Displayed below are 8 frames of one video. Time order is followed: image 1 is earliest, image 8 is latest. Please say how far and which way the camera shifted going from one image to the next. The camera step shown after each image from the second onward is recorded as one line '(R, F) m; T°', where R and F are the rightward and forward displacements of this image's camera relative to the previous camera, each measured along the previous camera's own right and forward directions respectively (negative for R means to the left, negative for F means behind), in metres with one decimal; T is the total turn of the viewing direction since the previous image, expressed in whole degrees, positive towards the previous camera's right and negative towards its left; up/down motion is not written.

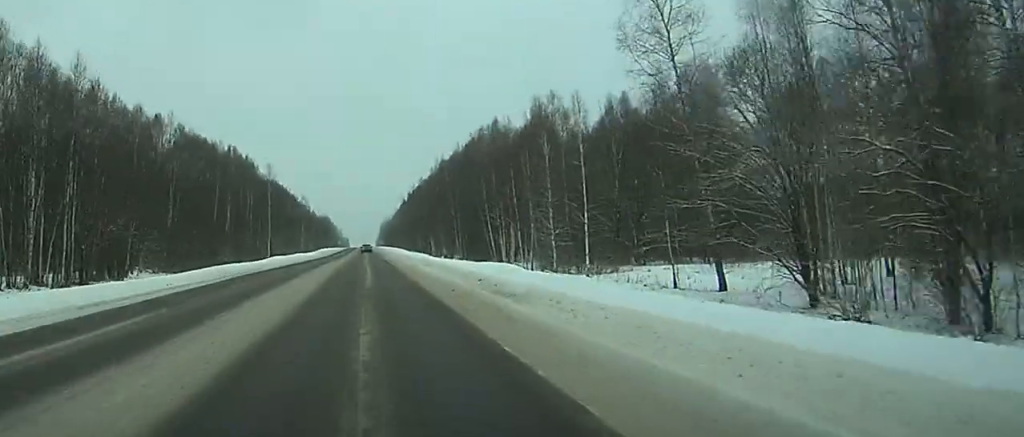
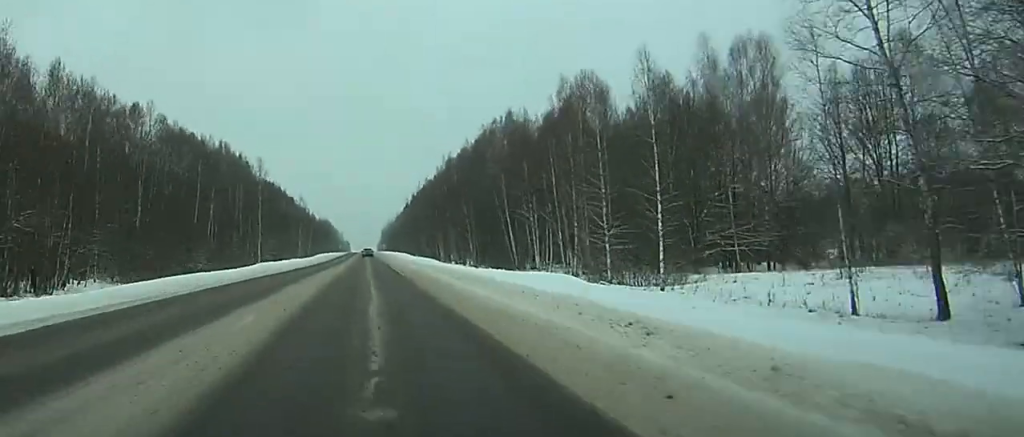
(+0.4, +16.3) m; +1°
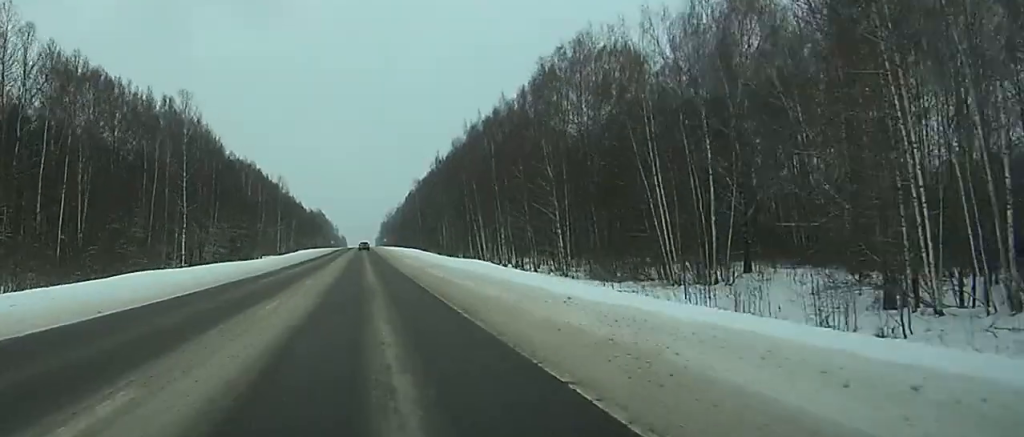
(+0.2, +56.8) m; -1°
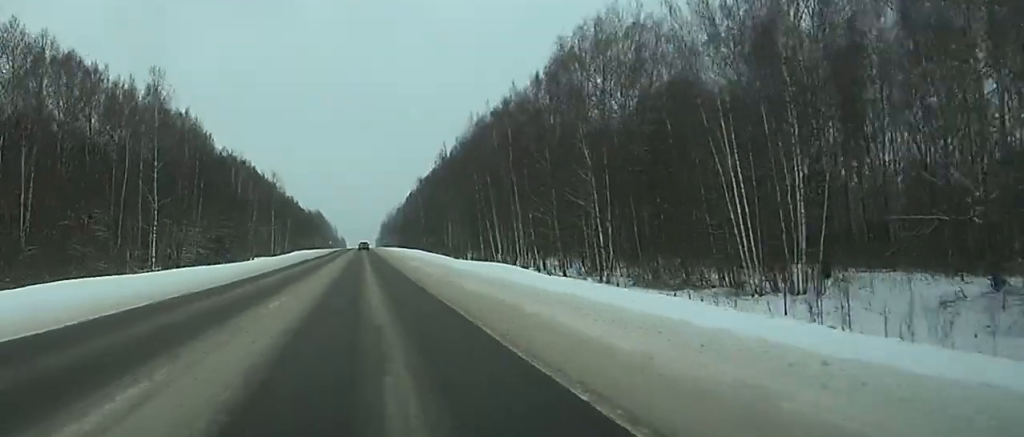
(+0.1, +11.5) m; 0°
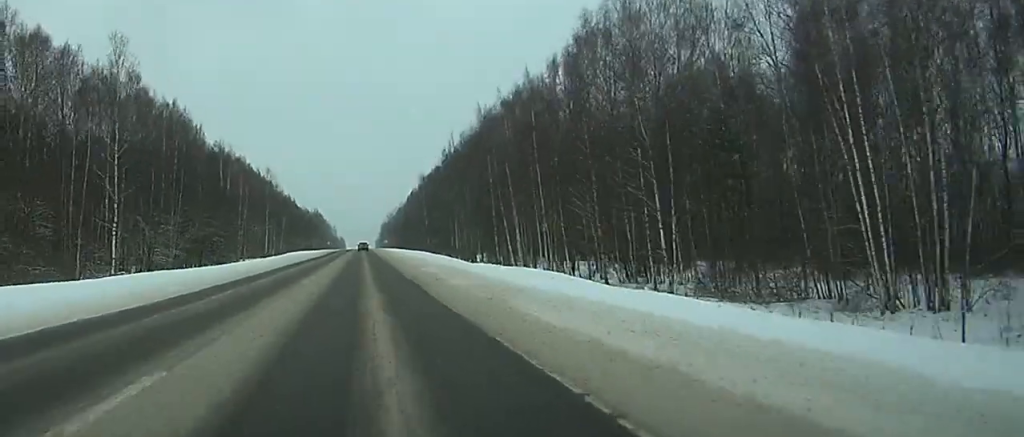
(0.0, +11.5) m; 0°
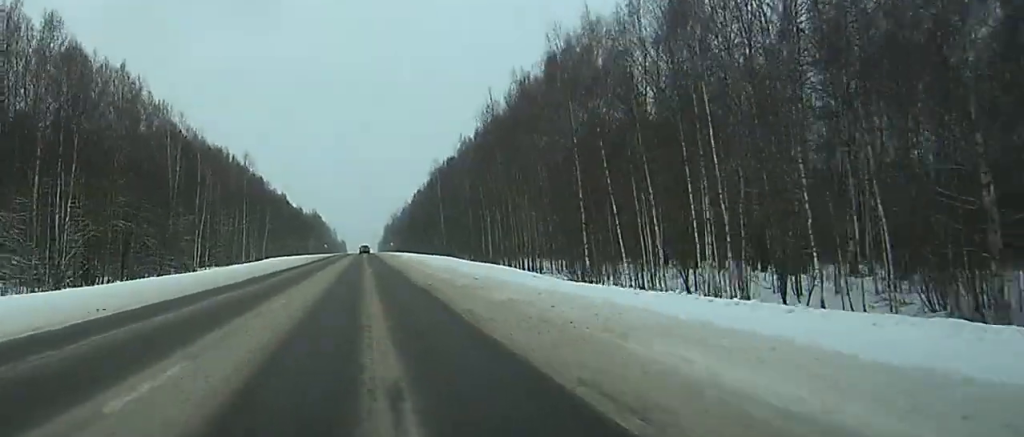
(-0.1, +35.7) m; 0°
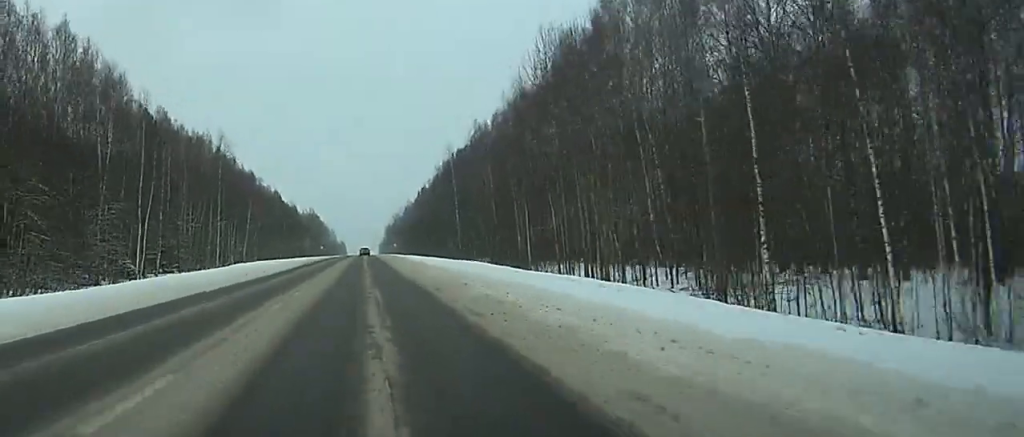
(0.0, +25.1) m; 0°
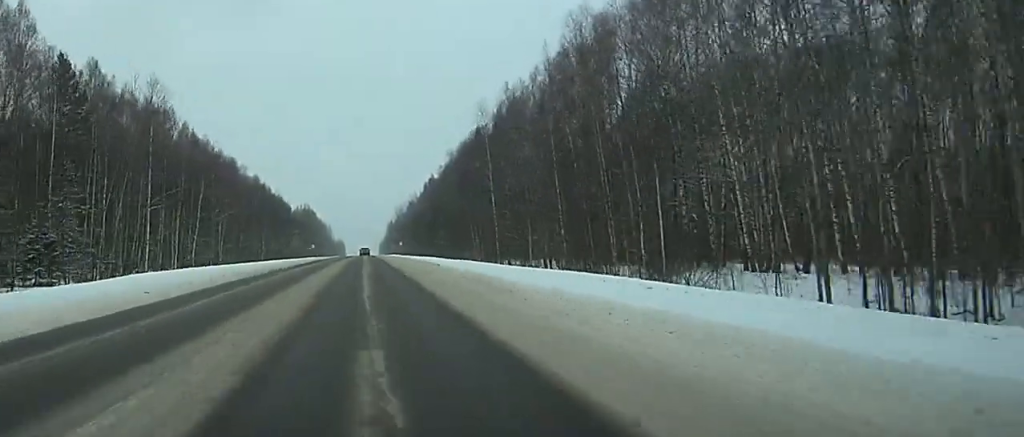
(-0.1, +37.6) m; 0°
